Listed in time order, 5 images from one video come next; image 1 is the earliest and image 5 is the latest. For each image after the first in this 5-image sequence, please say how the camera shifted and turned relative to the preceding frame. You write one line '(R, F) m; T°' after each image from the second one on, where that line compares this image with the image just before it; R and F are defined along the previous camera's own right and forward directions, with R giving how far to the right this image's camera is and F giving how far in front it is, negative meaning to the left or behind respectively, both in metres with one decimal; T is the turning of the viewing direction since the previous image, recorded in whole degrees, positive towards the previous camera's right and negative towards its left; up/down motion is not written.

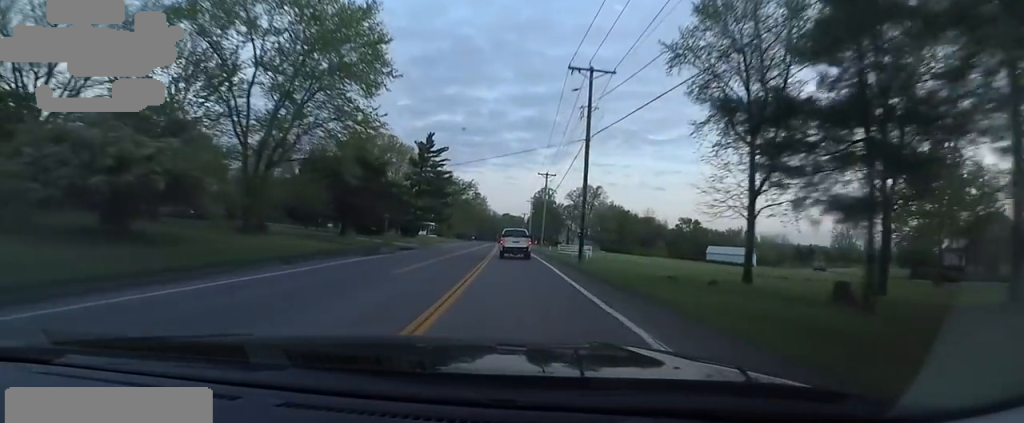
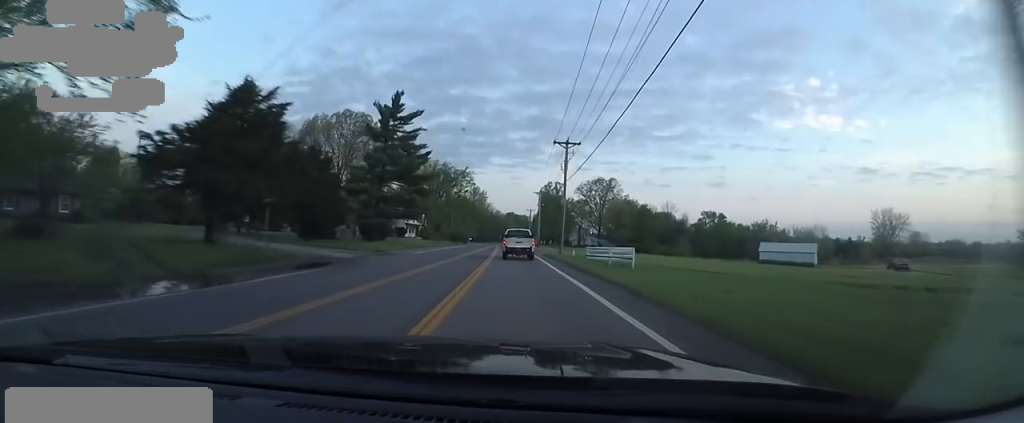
(-1.1, +19.9) m; -4°
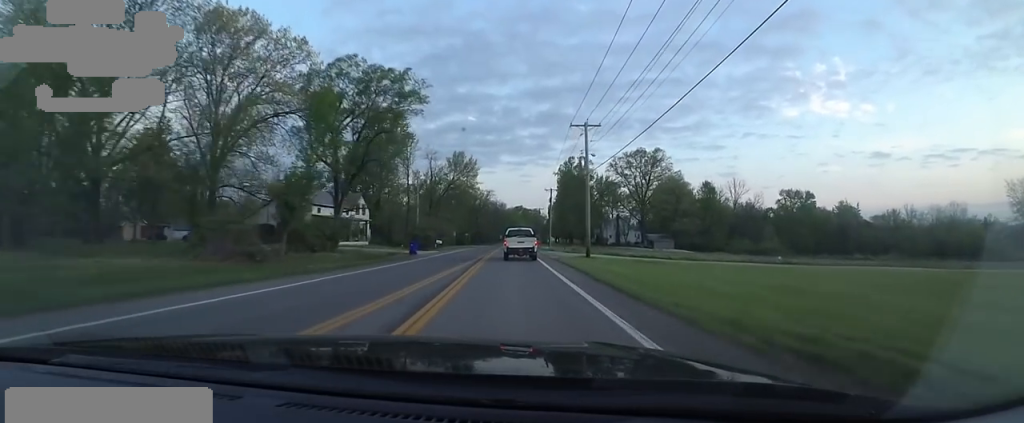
(+1.2, +50.0) m; 0°
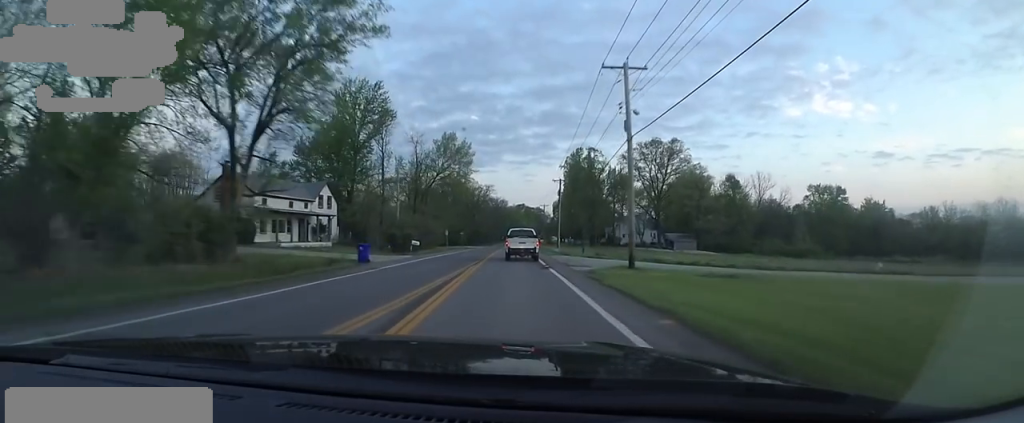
(-0.6, +12.4) m; 0°
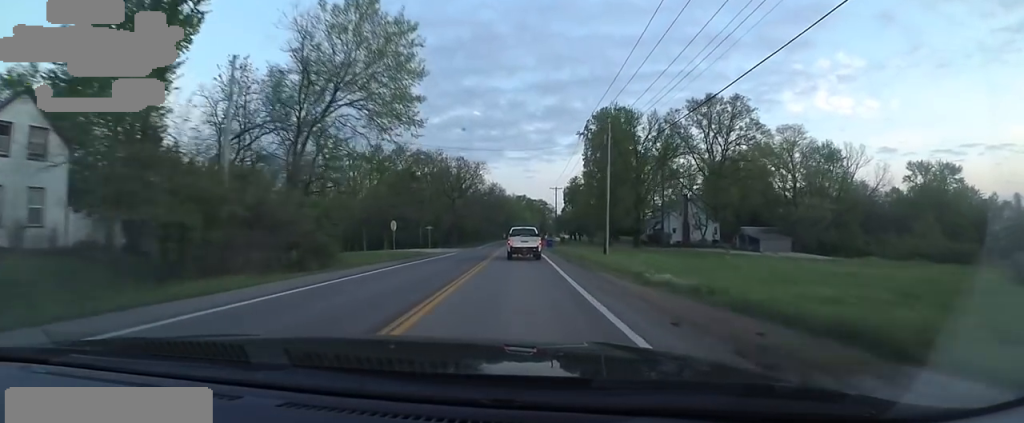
(+1.3, +33.6) m; 0°
